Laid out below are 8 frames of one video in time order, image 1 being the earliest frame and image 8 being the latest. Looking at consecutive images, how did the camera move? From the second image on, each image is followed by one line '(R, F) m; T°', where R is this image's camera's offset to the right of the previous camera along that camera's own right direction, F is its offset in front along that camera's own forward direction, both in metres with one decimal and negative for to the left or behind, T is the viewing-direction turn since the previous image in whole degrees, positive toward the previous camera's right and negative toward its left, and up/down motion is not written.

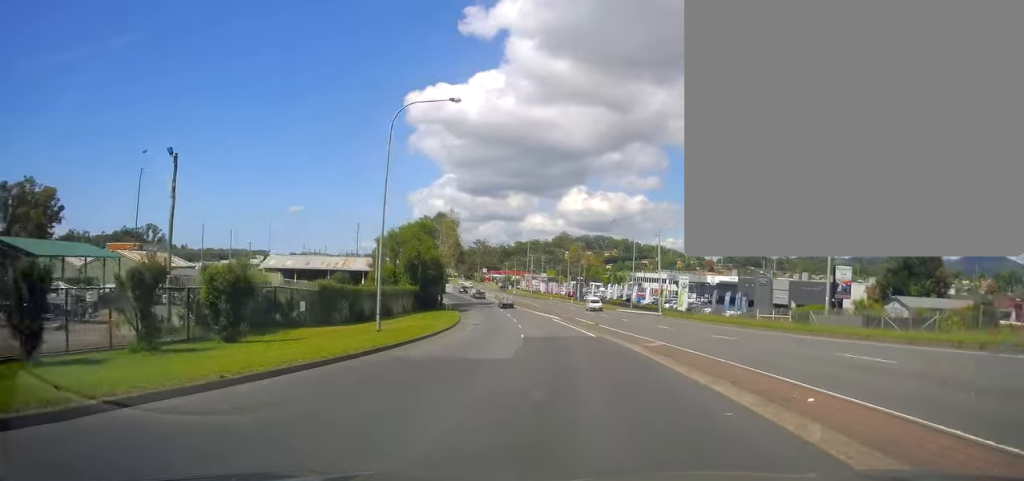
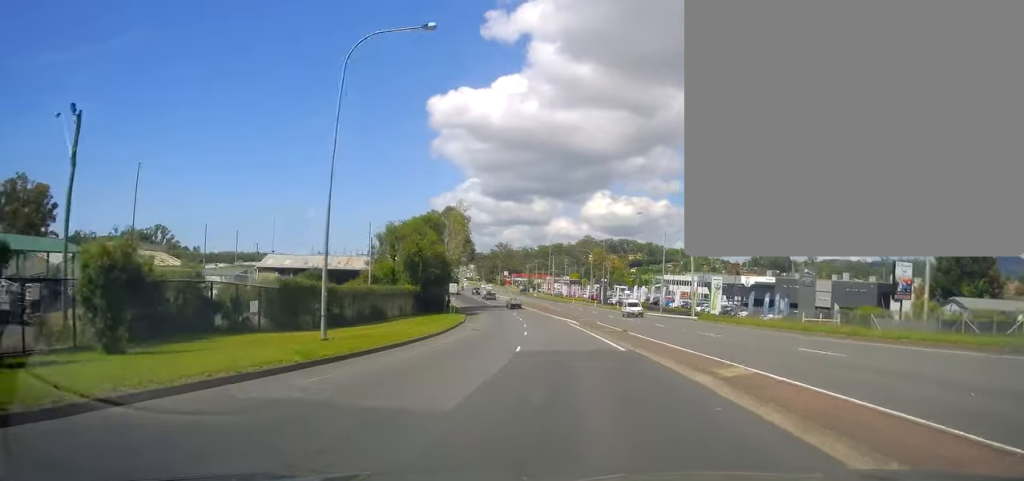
(-0.3, +8.7) m; -3°
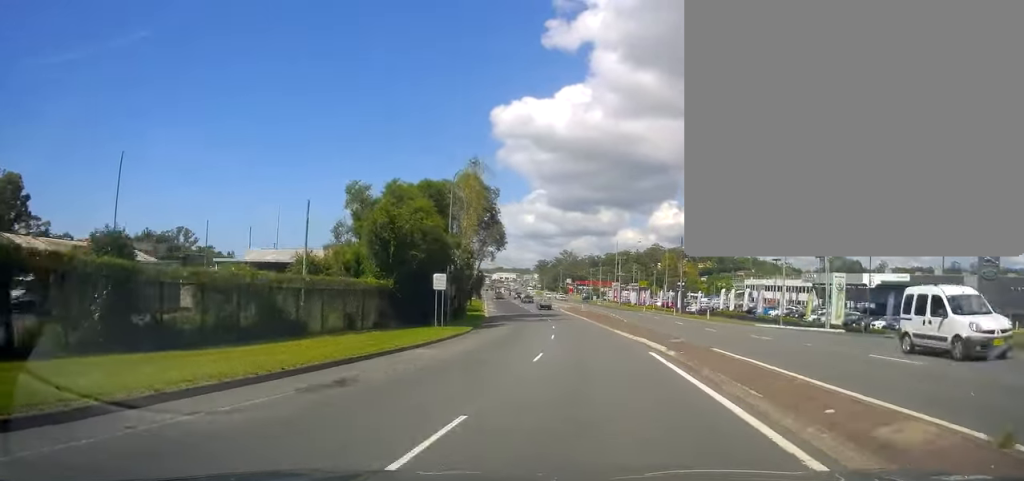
(-1.9, +24.9) m; -8°
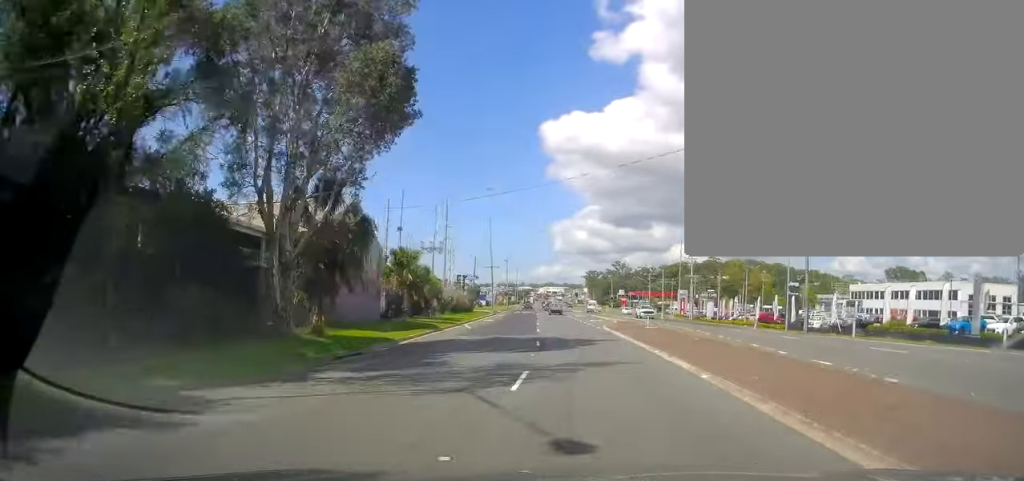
(-2.2, +42.1) m; -6°
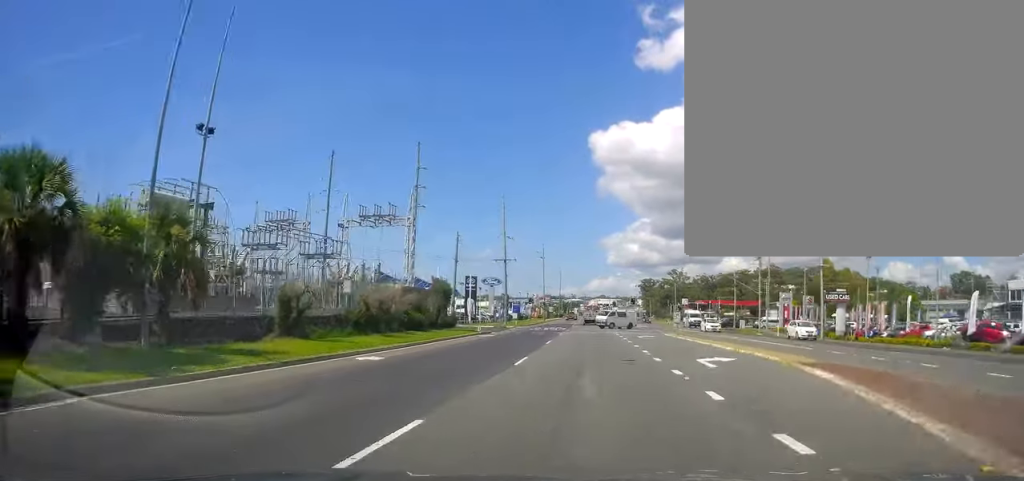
(-2.4, +43.1) m; -5°
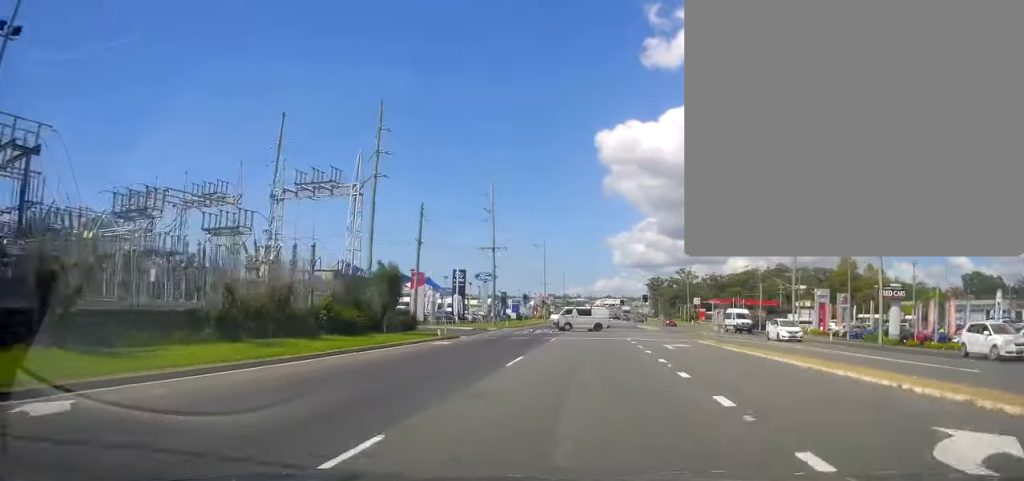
(-0.1, +13.7) m; -1°
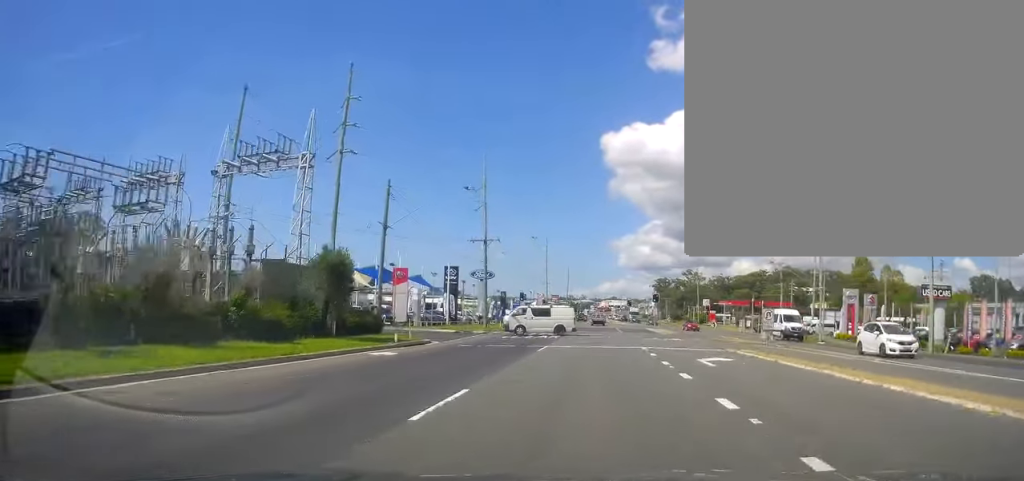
(0.0, +8.4) m; -1°
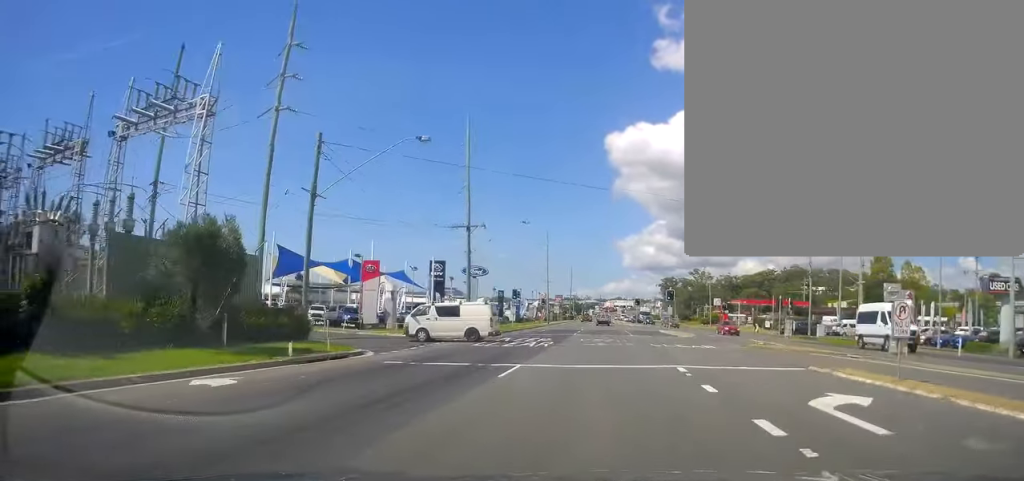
(-0.2, +10.3) m; 0°
